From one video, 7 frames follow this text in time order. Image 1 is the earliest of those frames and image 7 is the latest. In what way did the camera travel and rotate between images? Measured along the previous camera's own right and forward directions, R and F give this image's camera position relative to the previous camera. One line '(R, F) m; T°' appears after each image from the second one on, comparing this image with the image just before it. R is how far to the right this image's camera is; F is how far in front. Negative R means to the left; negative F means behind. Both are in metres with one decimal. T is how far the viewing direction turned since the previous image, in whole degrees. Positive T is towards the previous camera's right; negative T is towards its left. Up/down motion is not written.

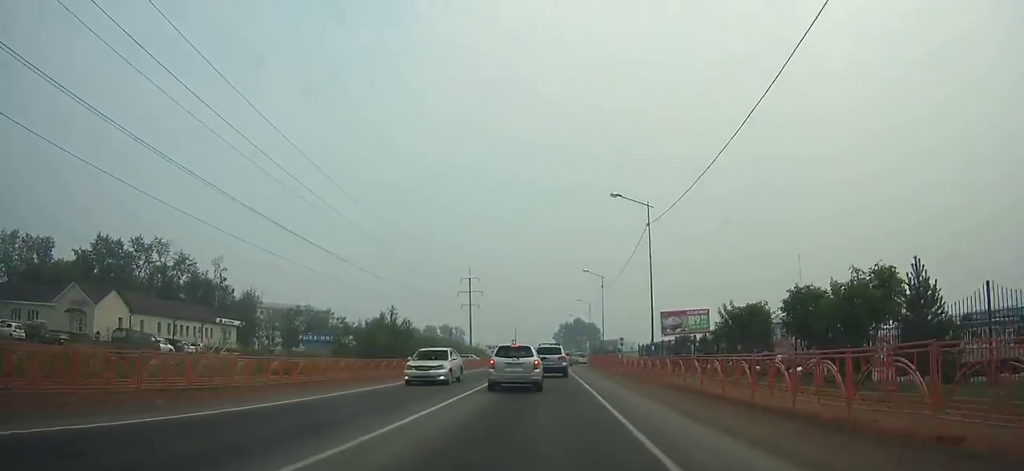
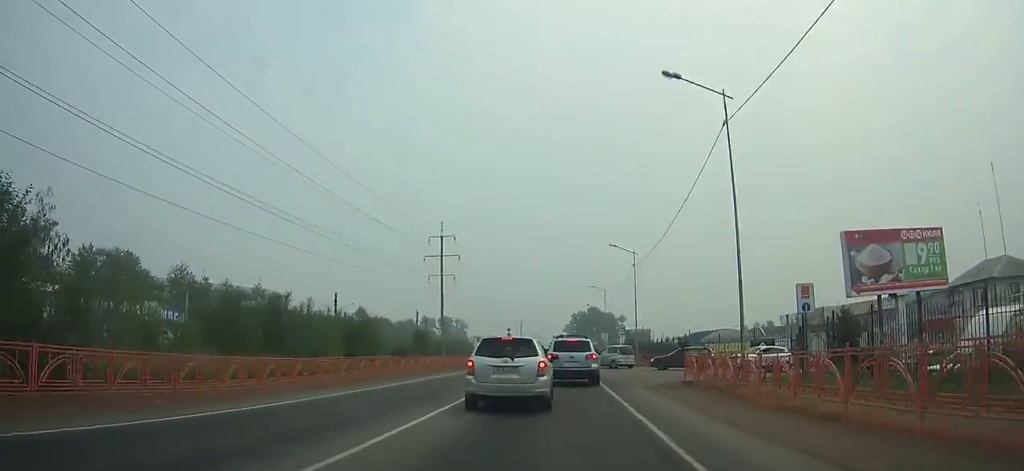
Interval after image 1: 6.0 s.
(-0.1, +35.6) m; 0°
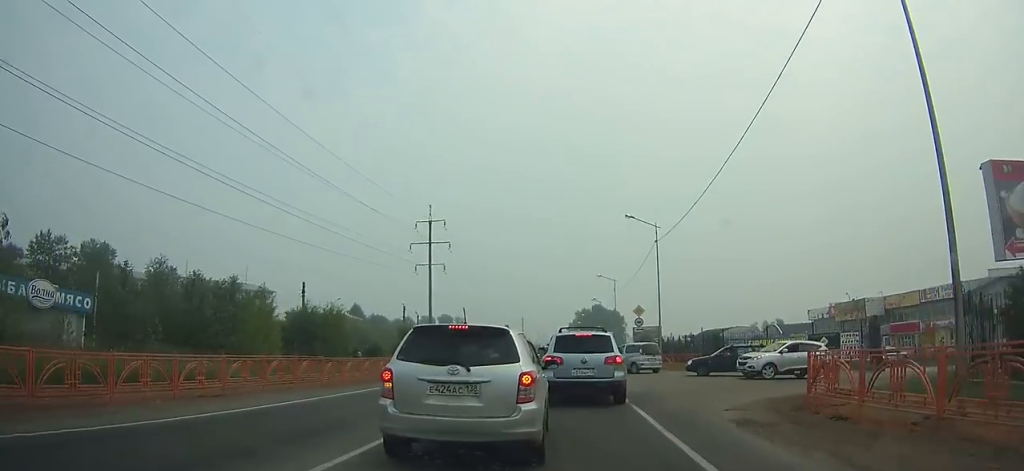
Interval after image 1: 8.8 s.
(0.0, +9.9) m; 0°
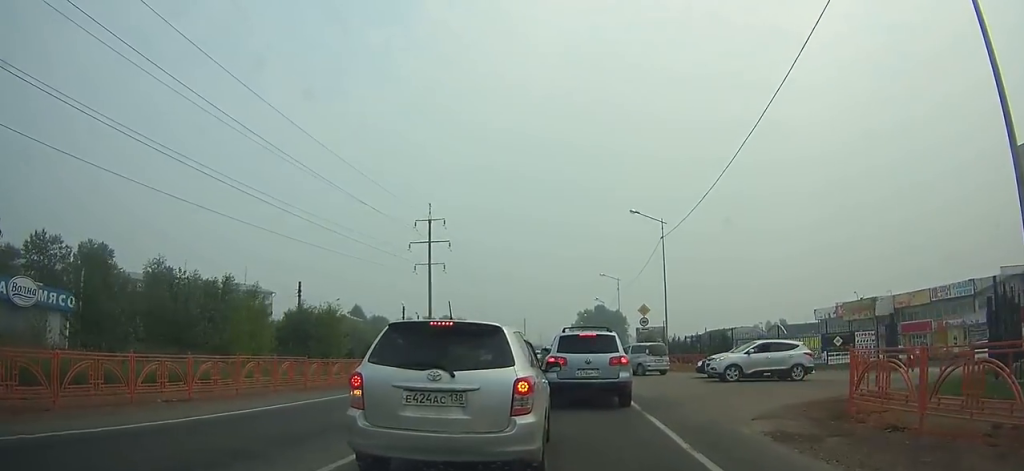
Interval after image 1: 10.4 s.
(0.0, +4.0) m; 0°
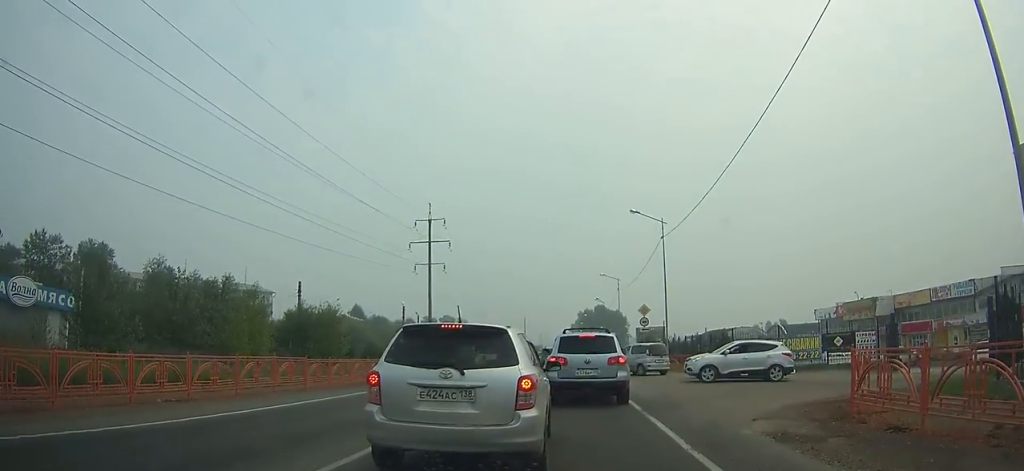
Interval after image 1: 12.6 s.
(0.0, +2.9) m; 0°
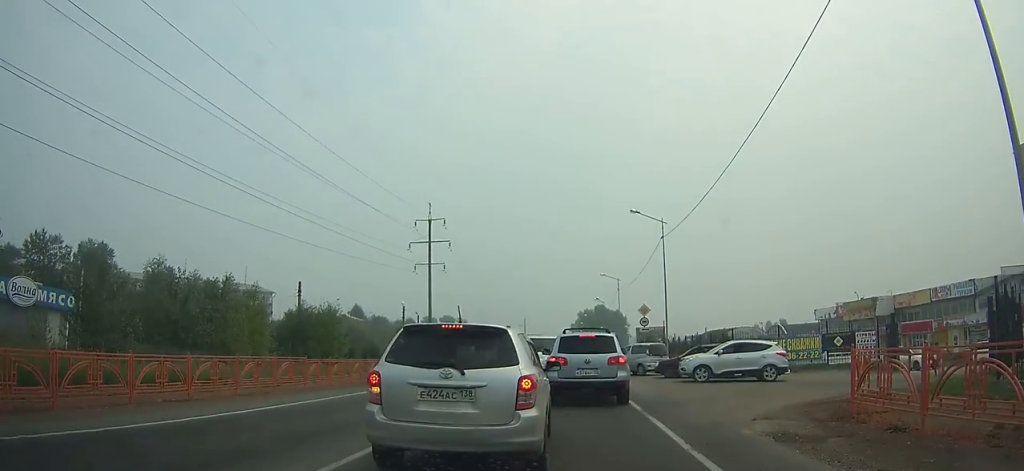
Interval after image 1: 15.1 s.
(0.0, +2.6) m; +1°
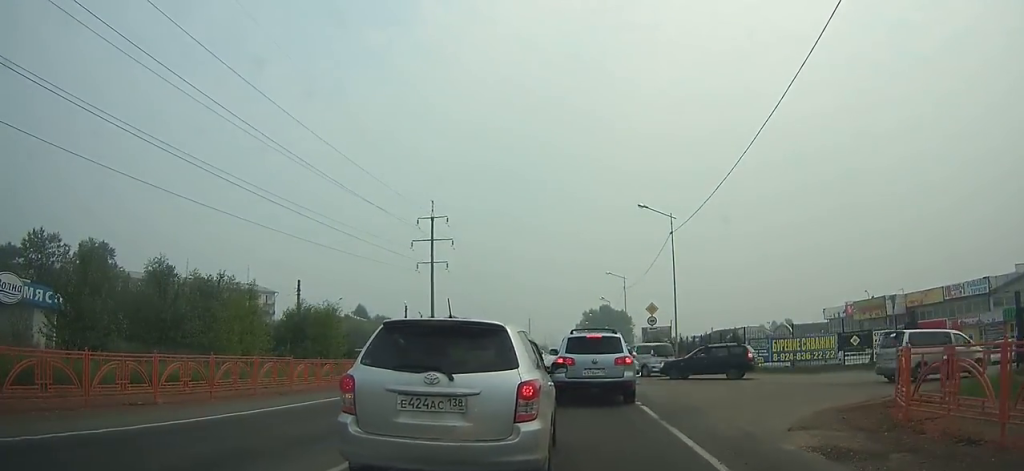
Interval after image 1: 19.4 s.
(+0.1, +5.3) m; +1°
